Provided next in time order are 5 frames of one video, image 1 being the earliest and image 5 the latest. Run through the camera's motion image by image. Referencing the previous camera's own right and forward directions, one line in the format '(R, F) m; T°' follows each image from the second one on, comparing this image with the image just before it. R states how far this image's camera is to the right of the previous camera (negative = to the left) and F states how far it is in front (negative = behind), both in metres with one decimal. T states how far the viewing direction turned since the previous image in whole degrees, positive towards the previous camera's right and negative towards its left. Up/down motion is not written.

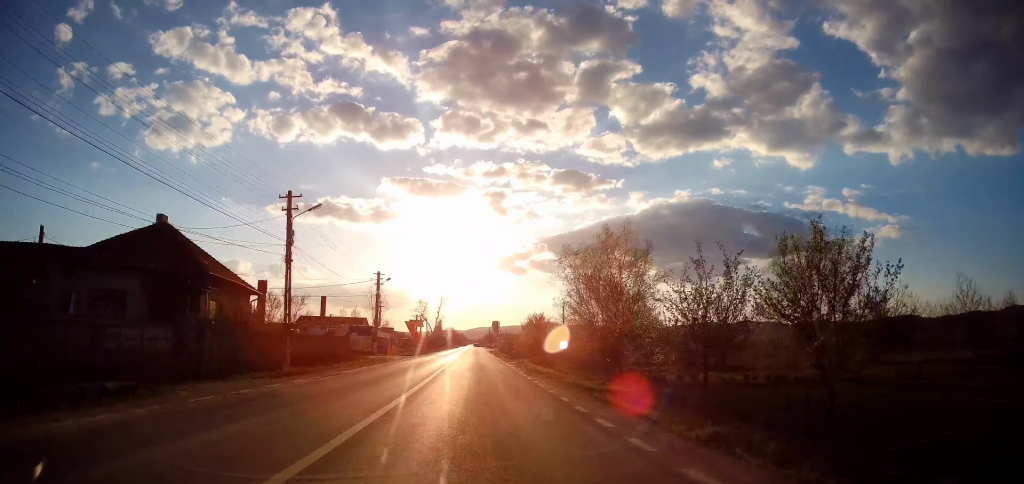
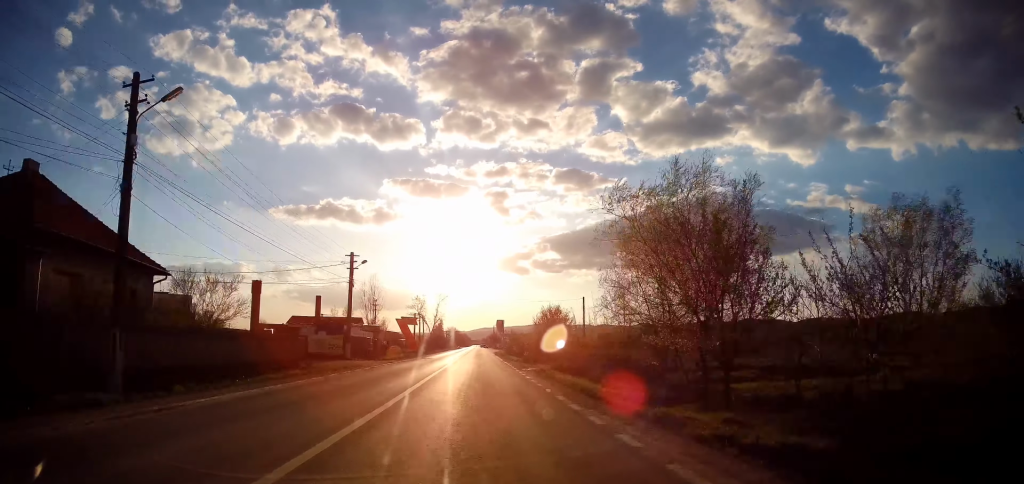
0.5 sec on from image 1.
(+0.1, +11.4) m; 0°
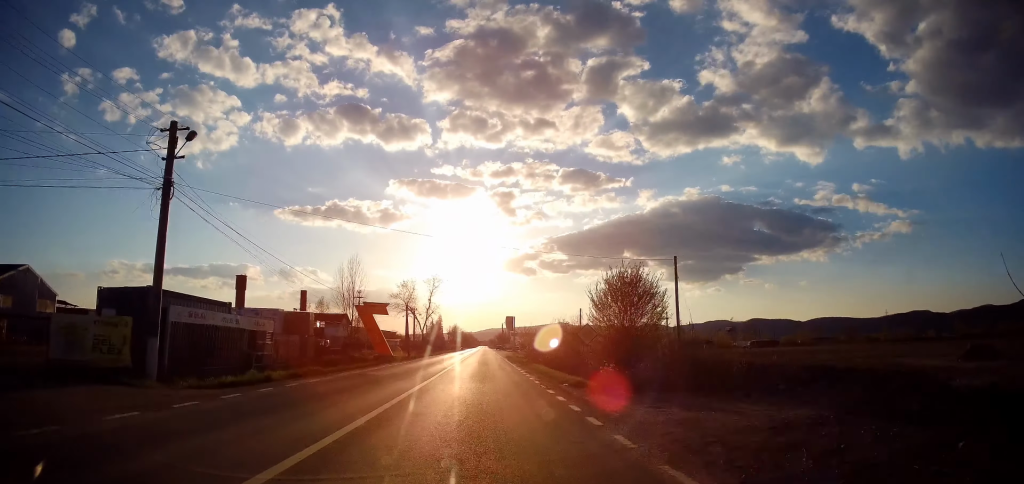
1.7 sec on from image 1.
(-0.1, +25.4) m; -2°
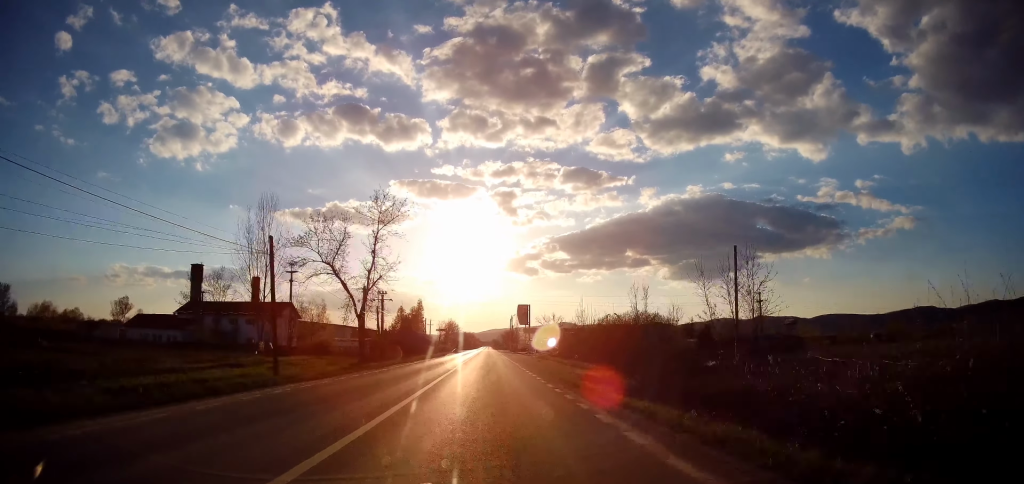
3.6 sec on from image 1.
(-1.3, +43.7) m; -1°
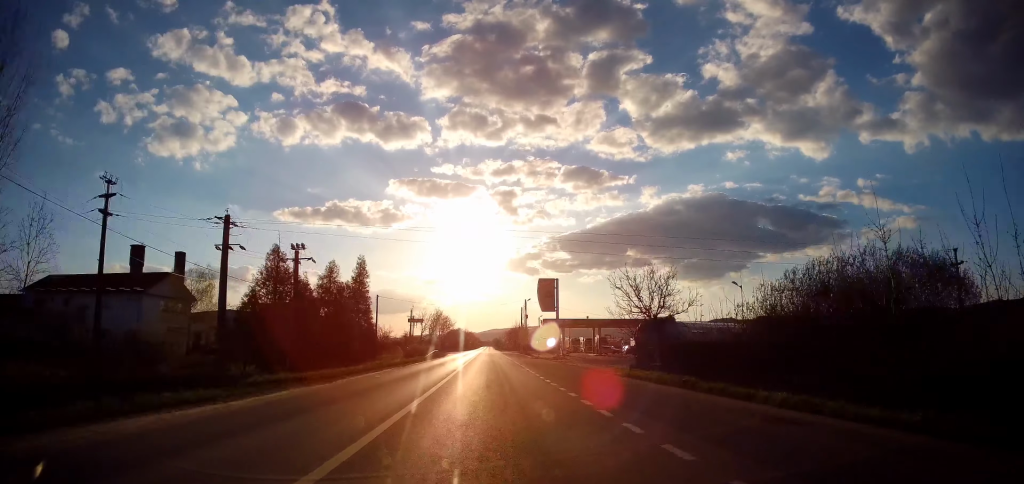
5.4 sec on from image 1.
(0.0, +42.3) m; -1°
